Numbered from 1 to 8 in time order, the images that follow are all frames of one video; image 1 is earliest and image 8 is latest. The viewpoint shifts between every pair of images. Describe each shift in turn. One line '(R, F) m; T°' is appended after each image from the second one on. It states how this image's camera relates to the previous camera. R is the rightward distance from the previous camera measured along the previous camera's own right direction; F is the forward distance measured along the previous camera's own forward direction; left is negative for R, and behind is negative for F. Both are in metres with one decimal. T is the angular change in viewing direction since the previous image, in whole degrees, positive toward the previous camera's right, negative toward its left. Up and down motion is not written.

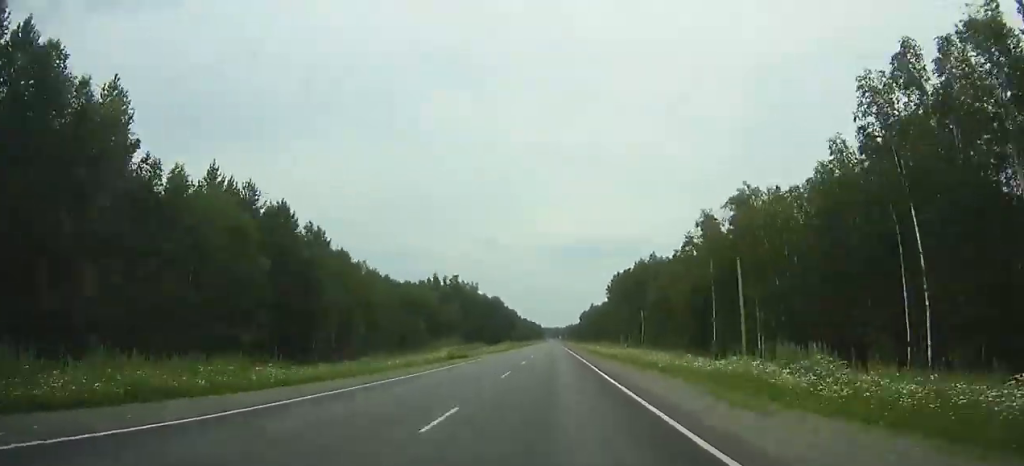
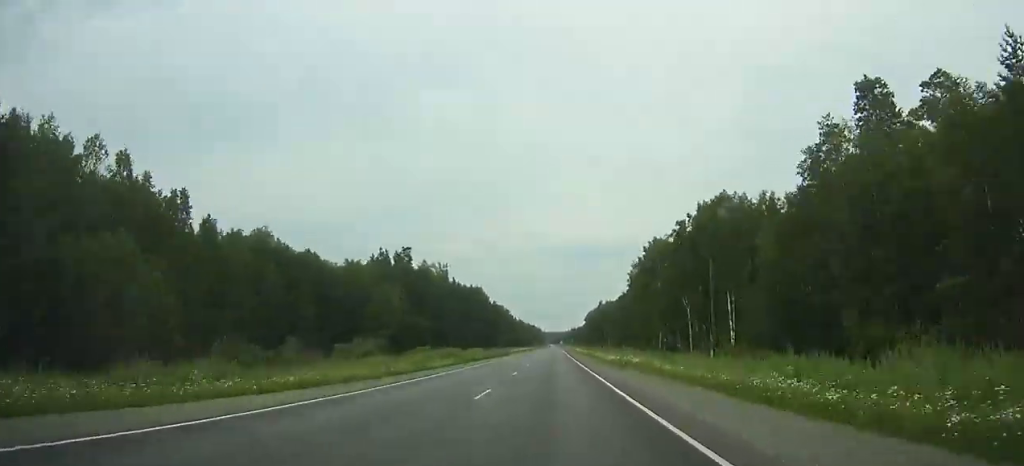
(+0.4, +73.0) m; 0°
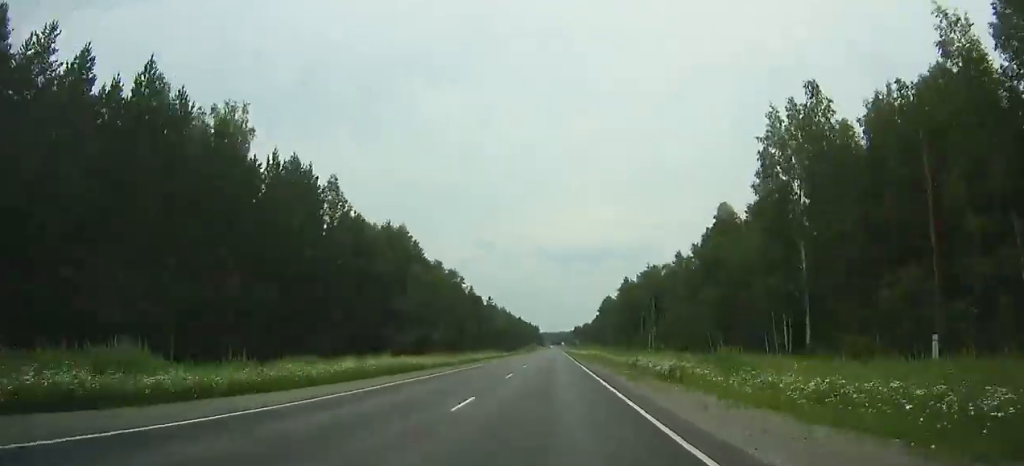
(-0.1, +114.0) m; 0°
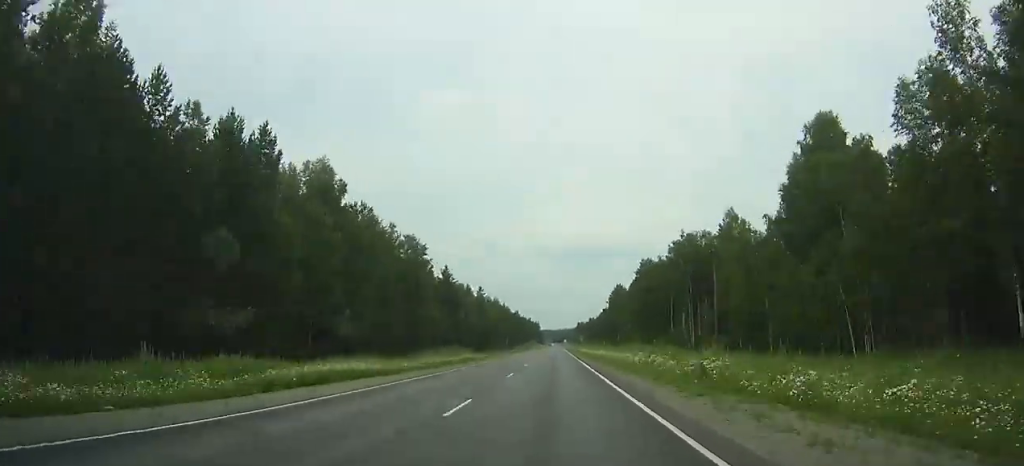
(0.0, +35.7) m; 0°
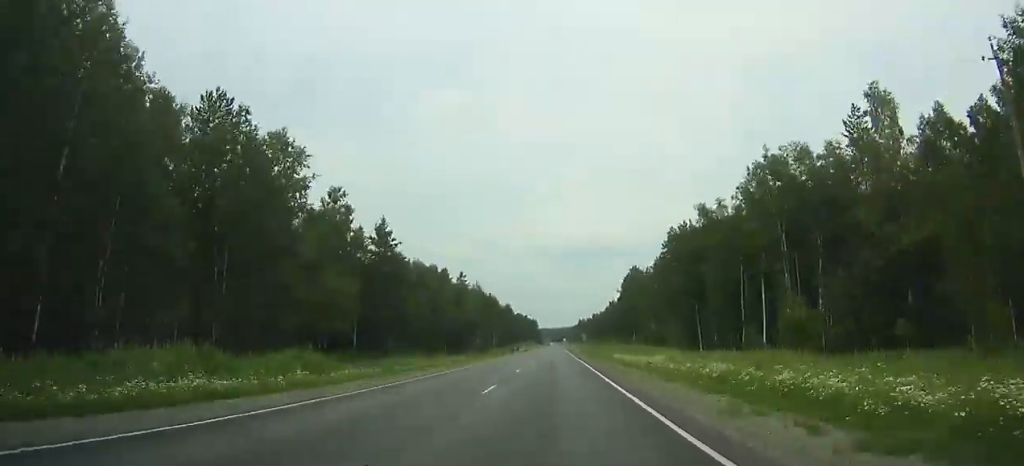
(0.0, +42.4) m; 0°
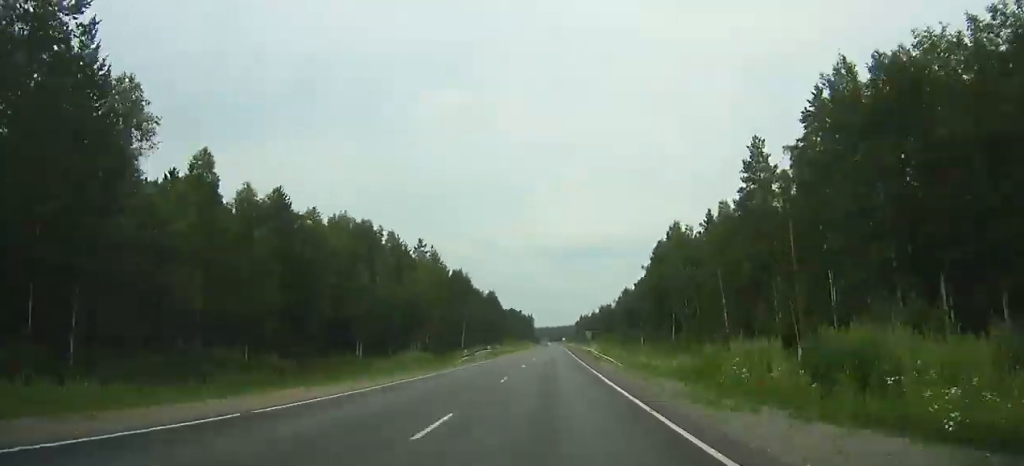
(0.0, +52.3) m; 0°
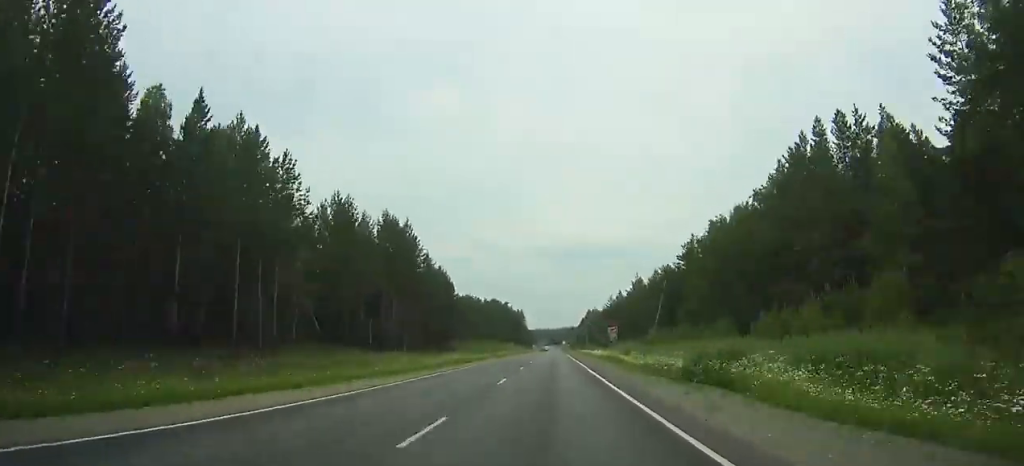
(-0.1, +108.1) m; 0°
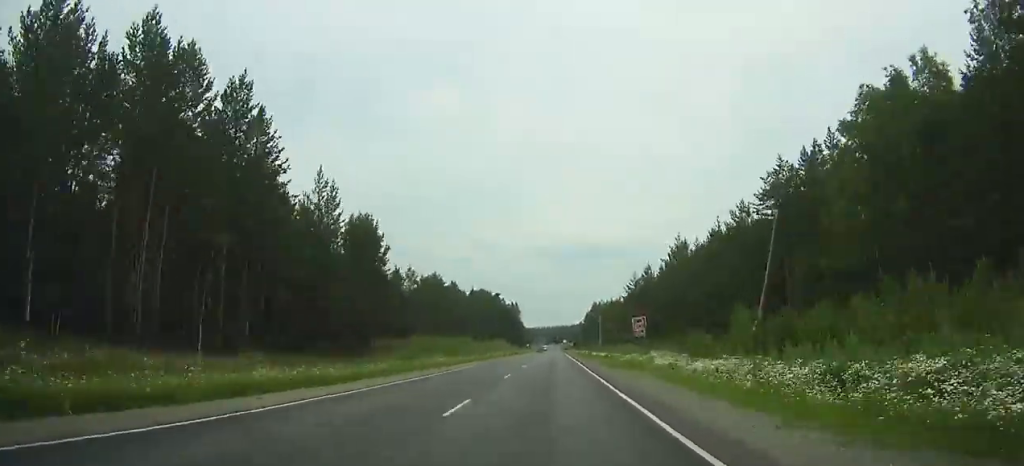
(0.0, +45.1) m; -1°
